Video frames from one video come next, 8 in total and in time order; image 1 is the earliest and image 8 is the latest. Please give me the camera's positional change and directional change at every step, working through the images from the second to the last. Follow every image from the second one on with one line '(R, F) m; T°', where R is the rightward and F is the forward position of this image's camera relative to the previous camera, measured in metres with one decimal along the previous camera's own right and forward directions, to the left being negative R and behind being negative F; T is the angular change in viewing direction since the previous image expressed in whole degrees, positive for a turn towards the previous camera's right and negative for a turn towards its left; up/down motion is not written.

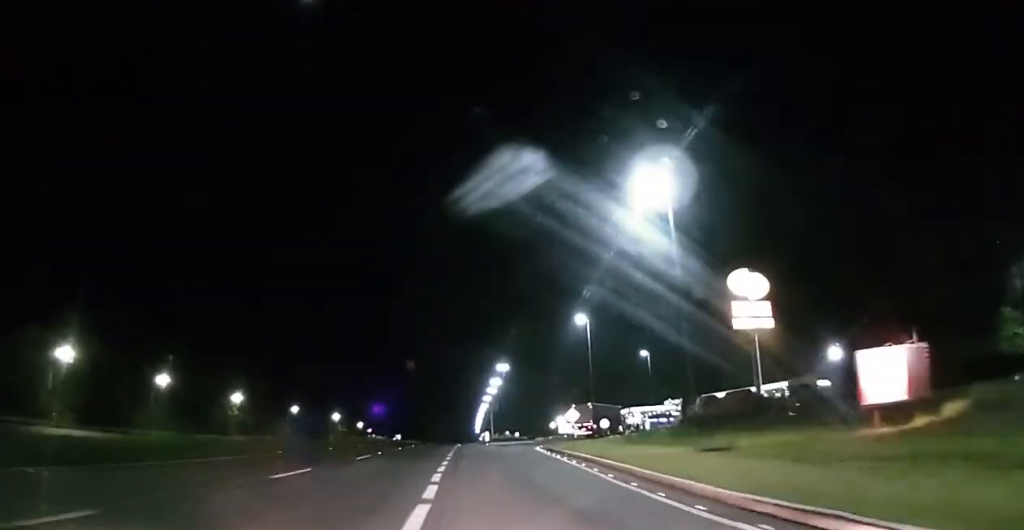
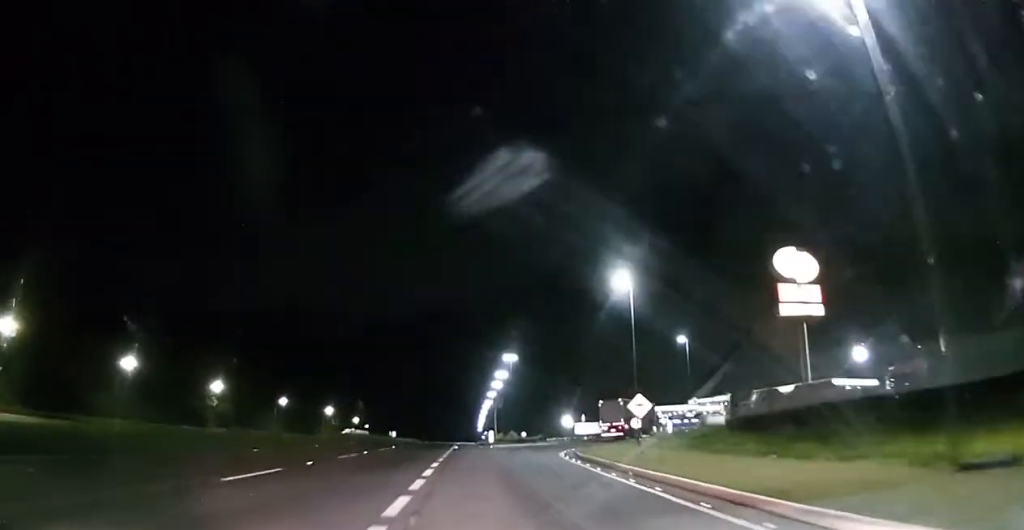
(0.0, +15.4) m; 0°
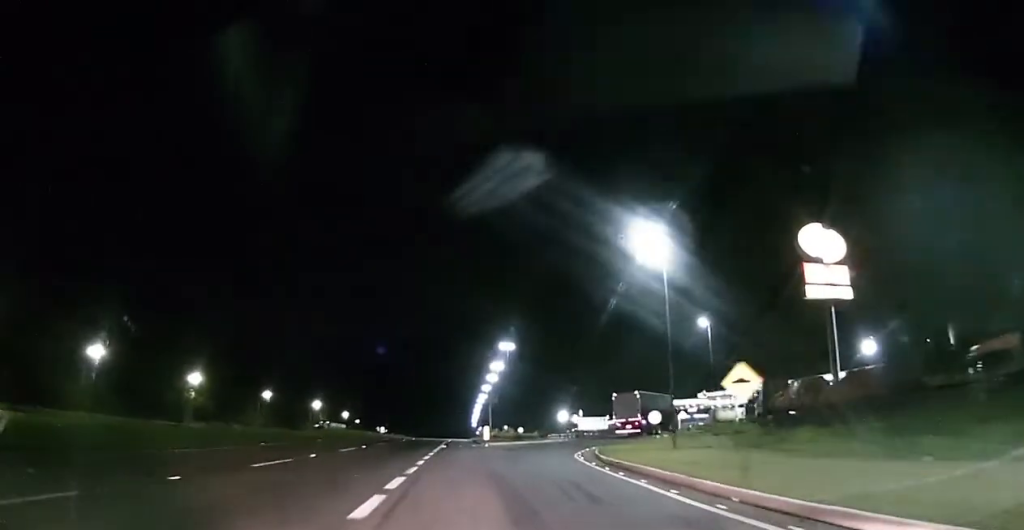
(0.0, +9.5) m; +1°
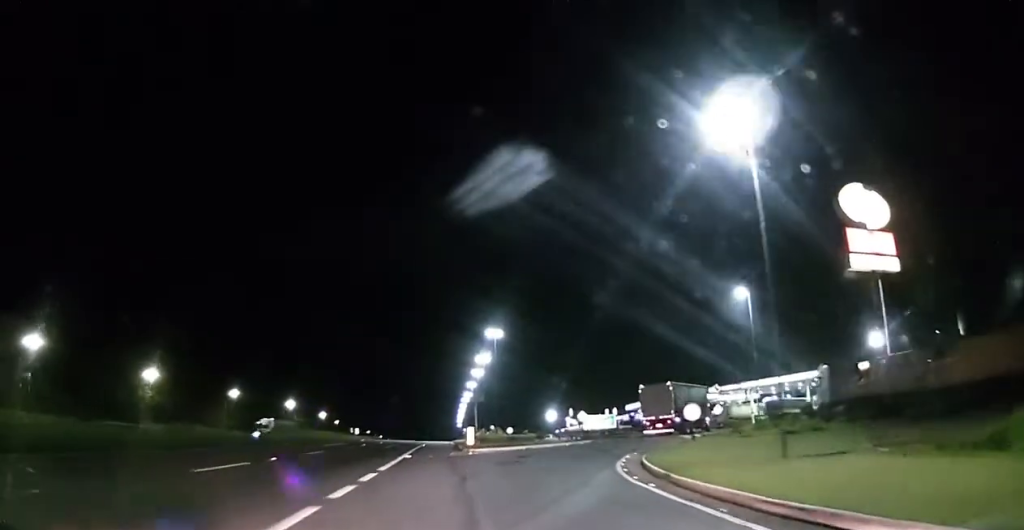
(+0.4, +14.3) m; +2°
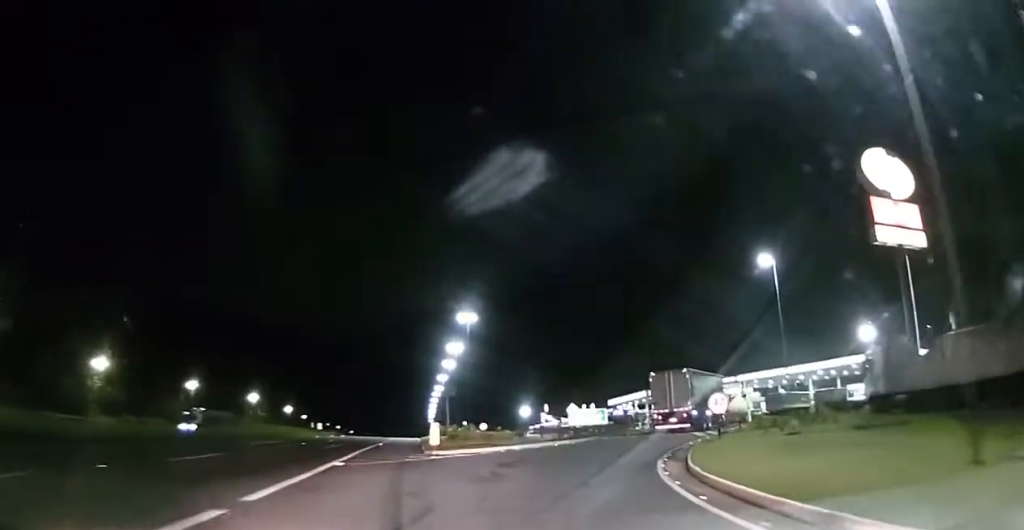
(+0.1, +9.8) m; 0°
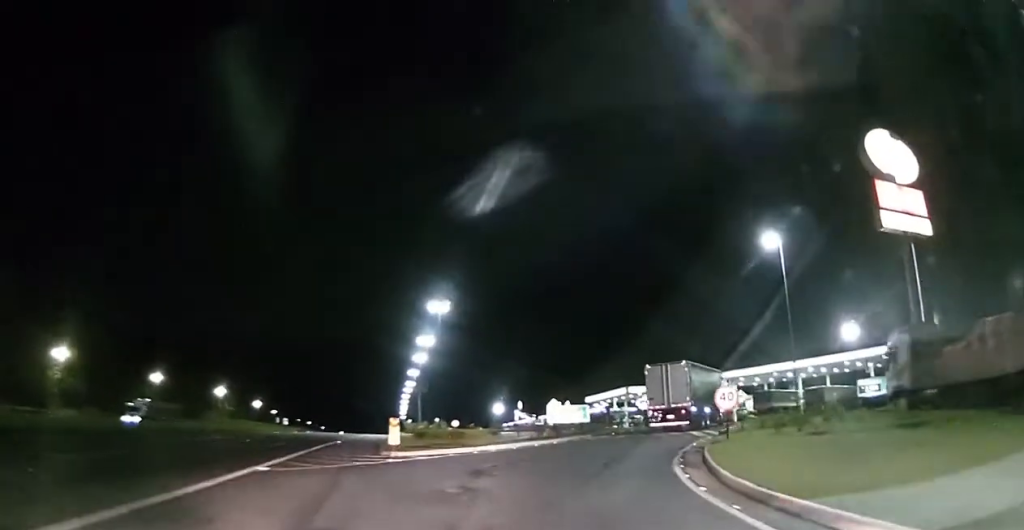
(-0.1, +5.1) m; -1°
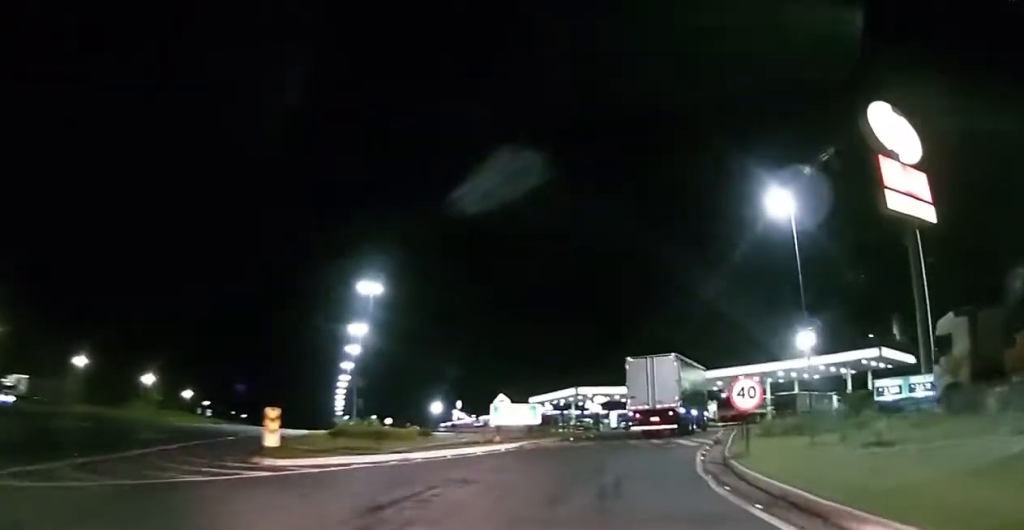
(0.0, +9.0) m; +3°
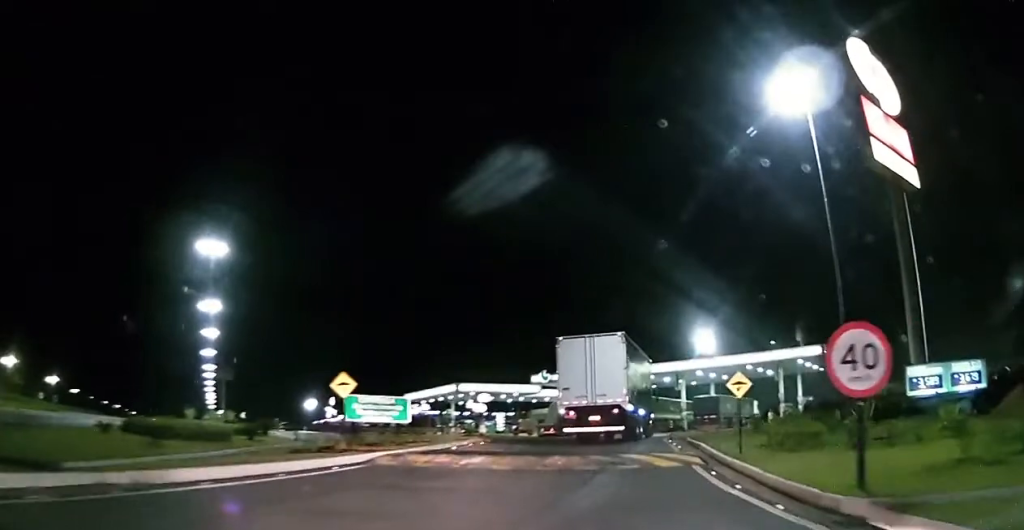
(+1.3, +13.5) m; +12°
